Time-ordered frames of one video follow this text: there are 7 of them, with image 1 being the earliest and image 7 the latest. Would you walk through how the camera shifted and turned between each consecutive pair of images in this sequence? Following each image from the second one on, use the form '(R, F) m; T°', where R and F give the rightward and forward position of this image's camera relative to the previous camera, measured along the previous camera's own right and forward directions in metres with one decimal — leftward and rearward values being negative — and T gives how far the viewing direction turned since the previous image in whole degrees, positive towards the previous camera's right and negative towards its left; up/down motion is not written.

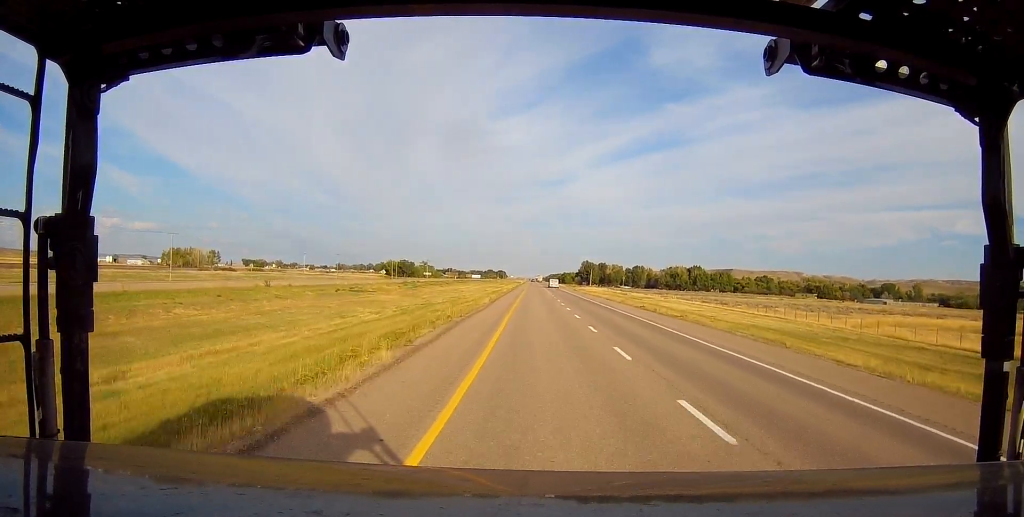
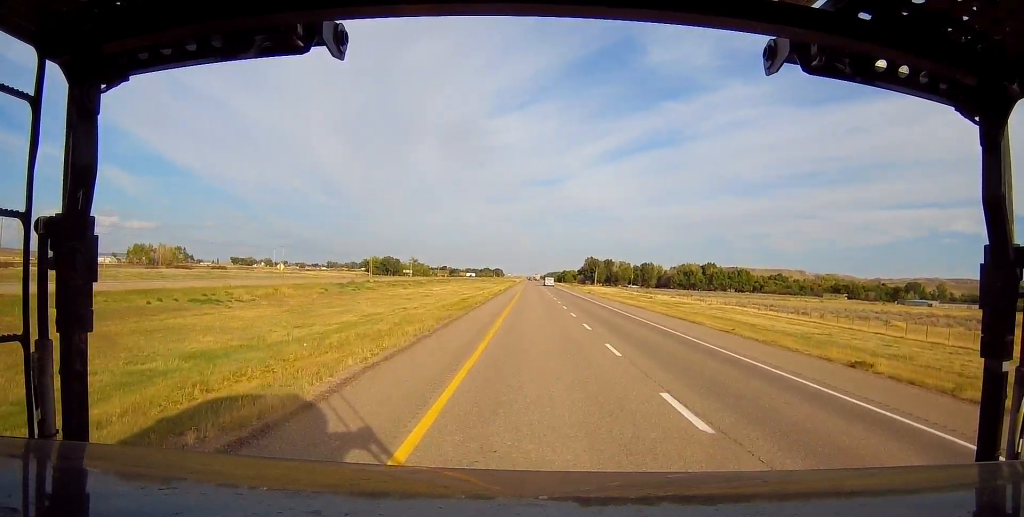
(+0.2, +44.0) m; -1°
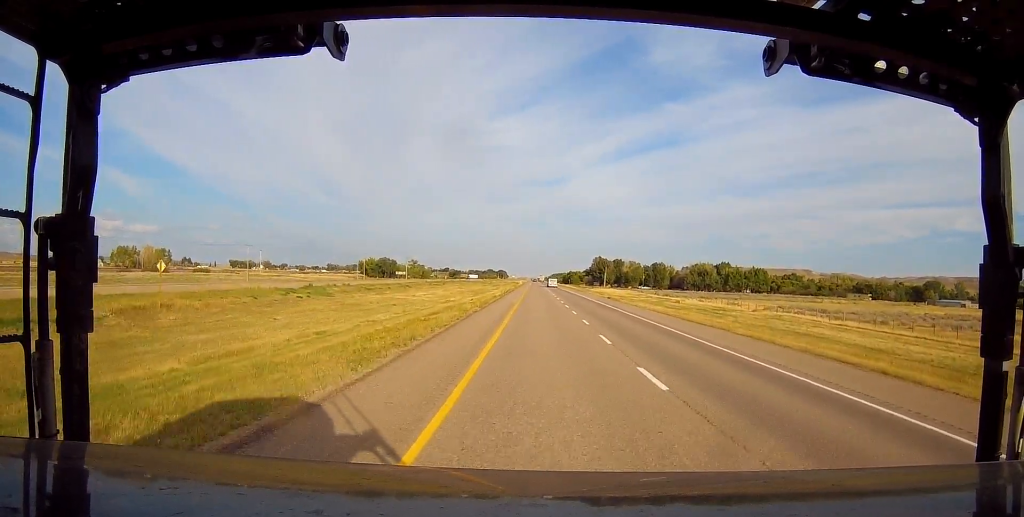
(-0.3, +23.2) m; -1°
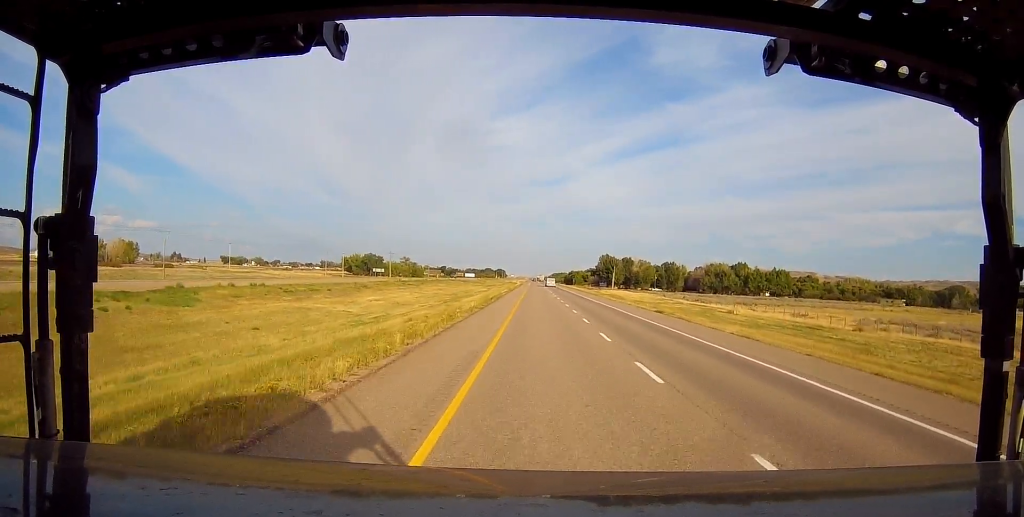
(+0.3, +34.9) m; +1°
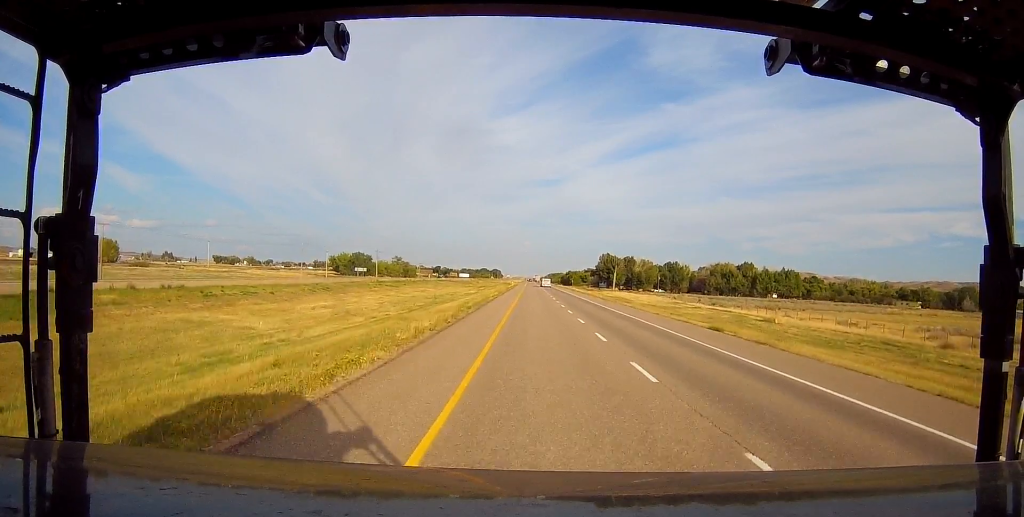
(+0.2, +17.8) m; +1°
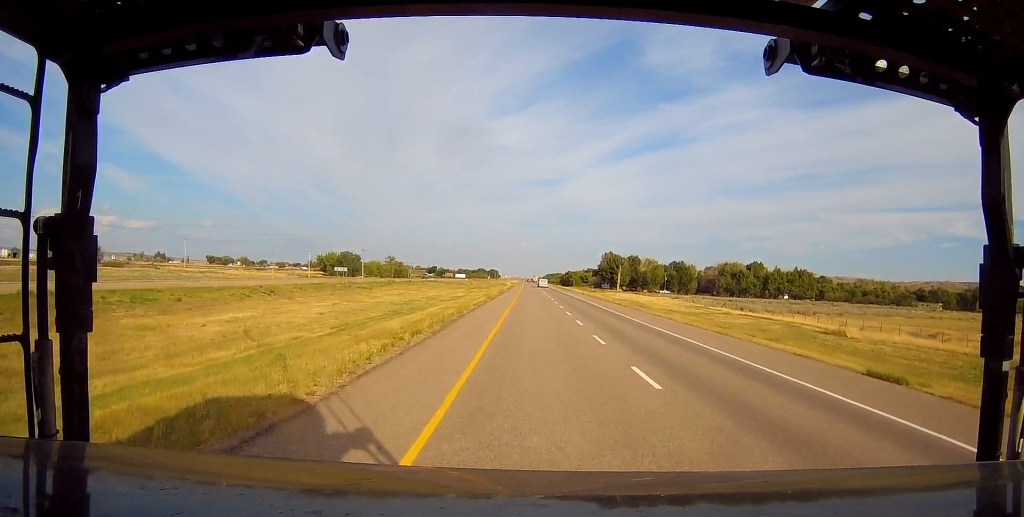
(0.0, +18.8) m; -1°
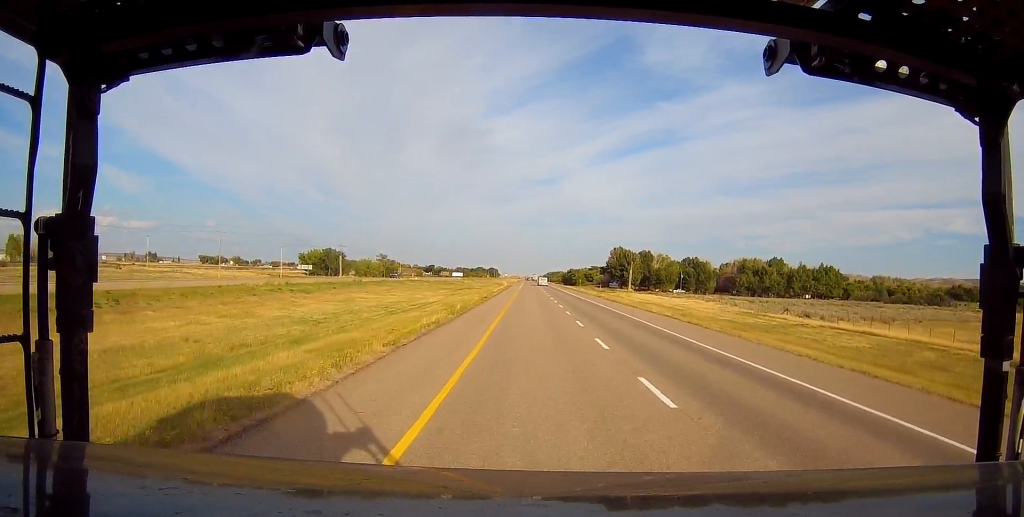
(-0.4, +29.0) m; -1°
